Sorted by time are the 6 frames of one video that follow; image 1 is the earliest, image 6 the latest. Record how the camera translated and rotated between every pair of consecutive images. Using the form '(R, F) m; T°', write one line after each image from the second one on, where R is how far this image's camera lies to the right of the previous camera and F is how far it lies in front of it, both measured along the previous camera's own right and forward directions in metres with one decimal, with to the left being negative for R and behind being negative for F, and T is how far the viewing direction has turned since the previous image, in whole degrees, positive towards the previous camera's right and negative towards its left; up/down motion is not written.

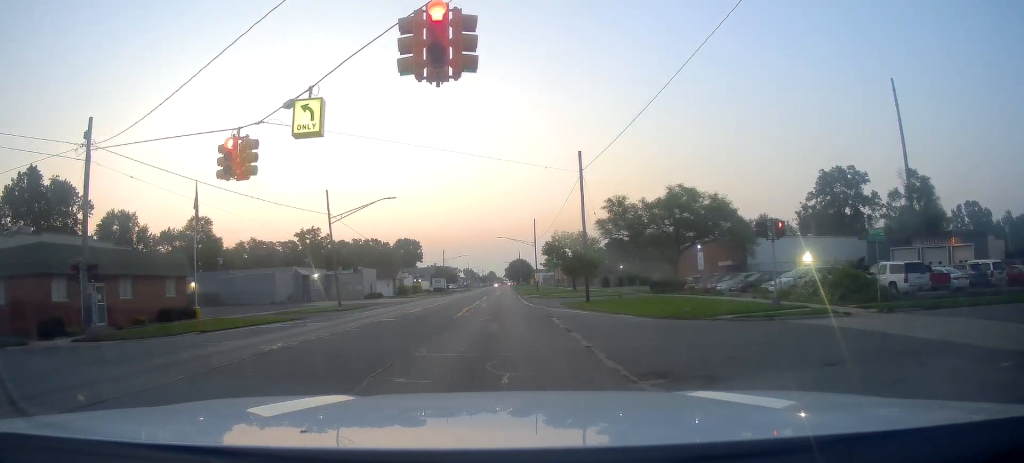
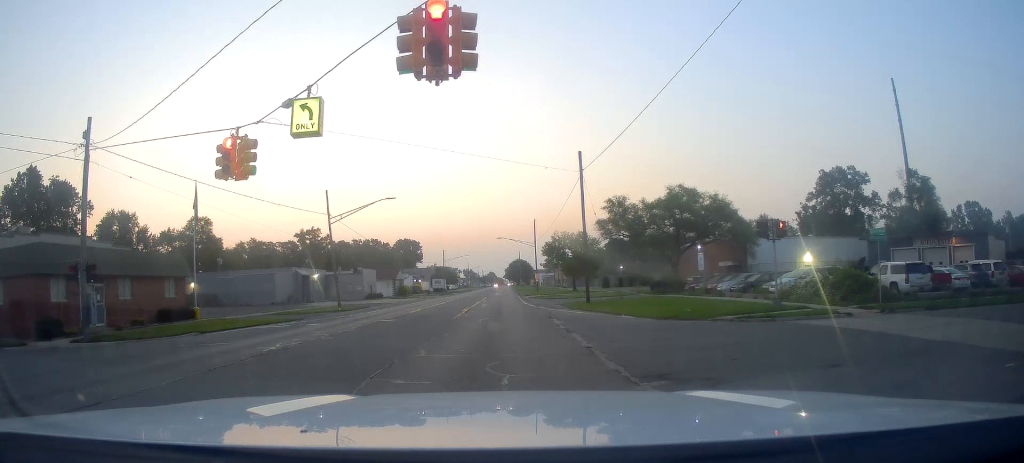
(0.0, +0.4) m; 0°
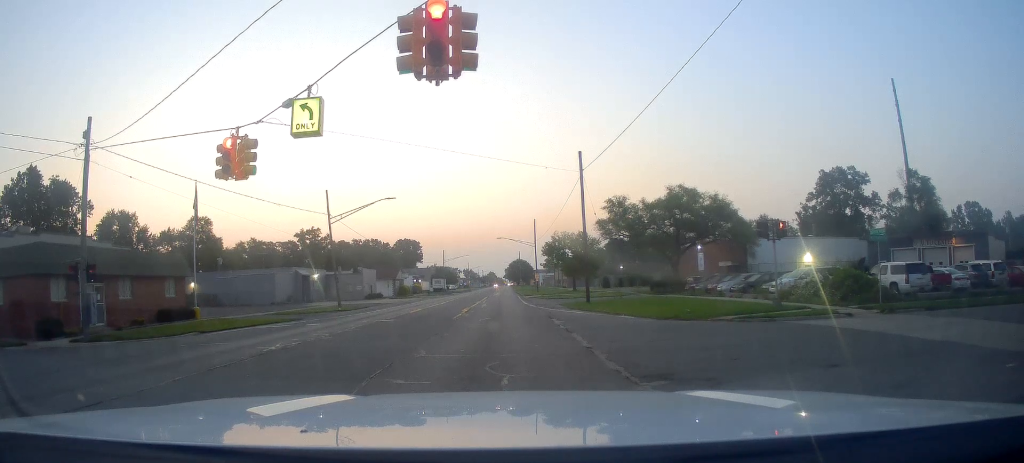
(0.0, 0.0) m; 0°
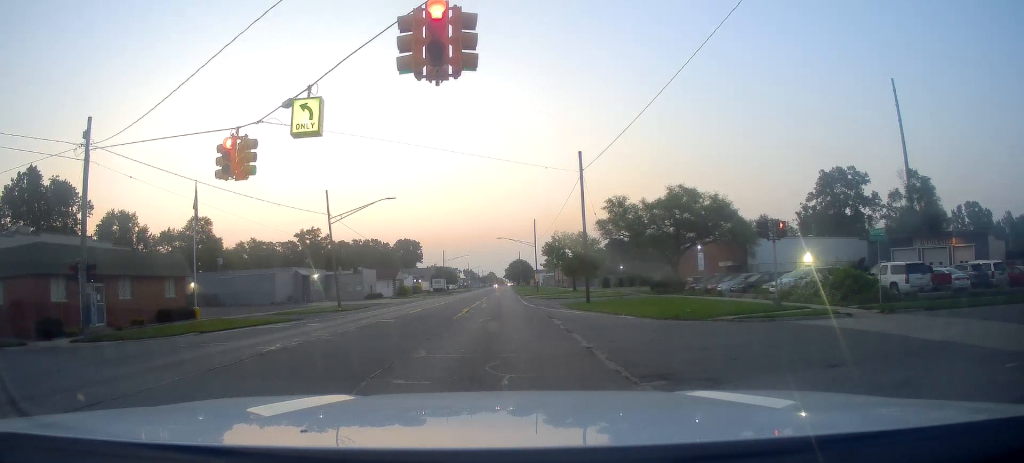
(0.0, 0.0) m; 0°
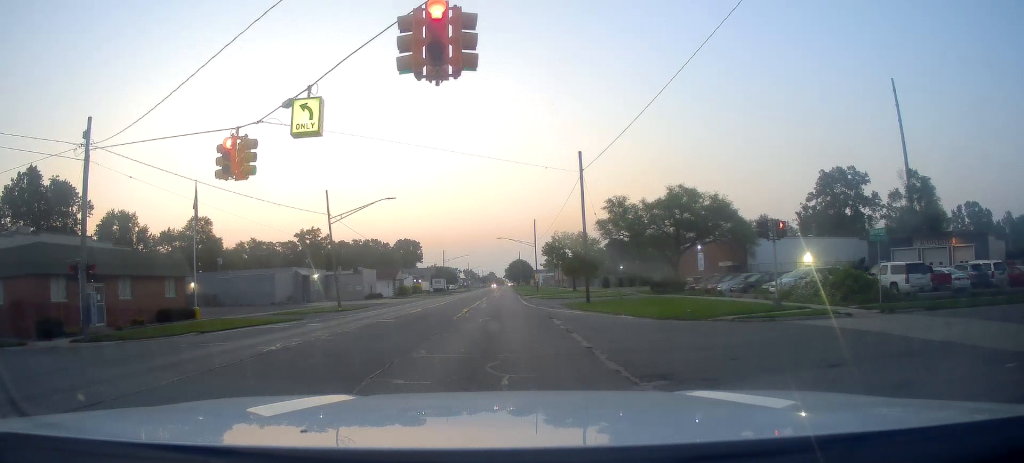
(0.0, 0.0) m; 0°
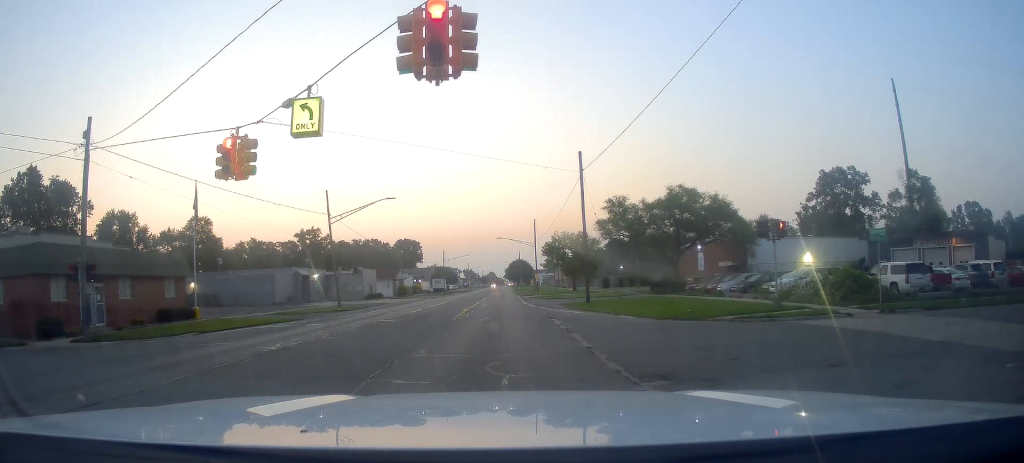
(0.0, 0.0) m; 0°
